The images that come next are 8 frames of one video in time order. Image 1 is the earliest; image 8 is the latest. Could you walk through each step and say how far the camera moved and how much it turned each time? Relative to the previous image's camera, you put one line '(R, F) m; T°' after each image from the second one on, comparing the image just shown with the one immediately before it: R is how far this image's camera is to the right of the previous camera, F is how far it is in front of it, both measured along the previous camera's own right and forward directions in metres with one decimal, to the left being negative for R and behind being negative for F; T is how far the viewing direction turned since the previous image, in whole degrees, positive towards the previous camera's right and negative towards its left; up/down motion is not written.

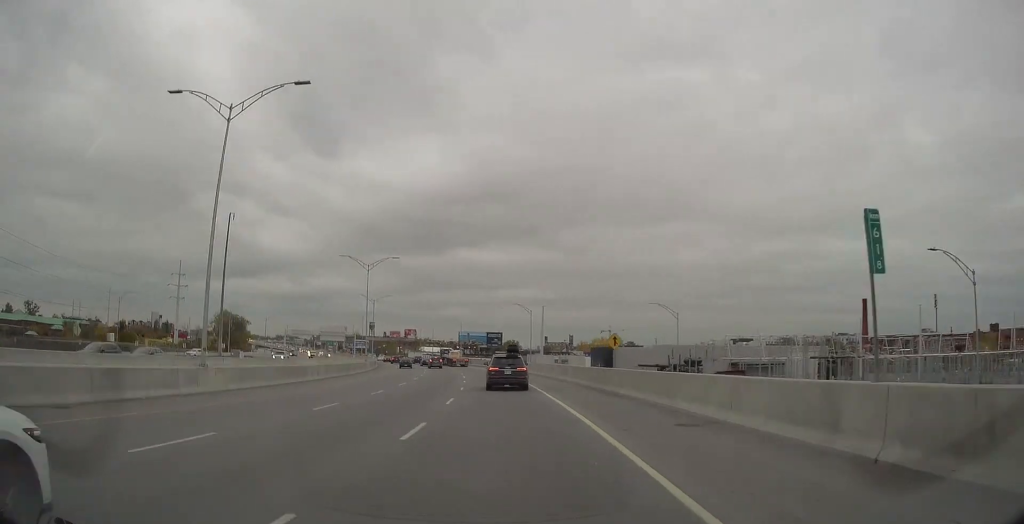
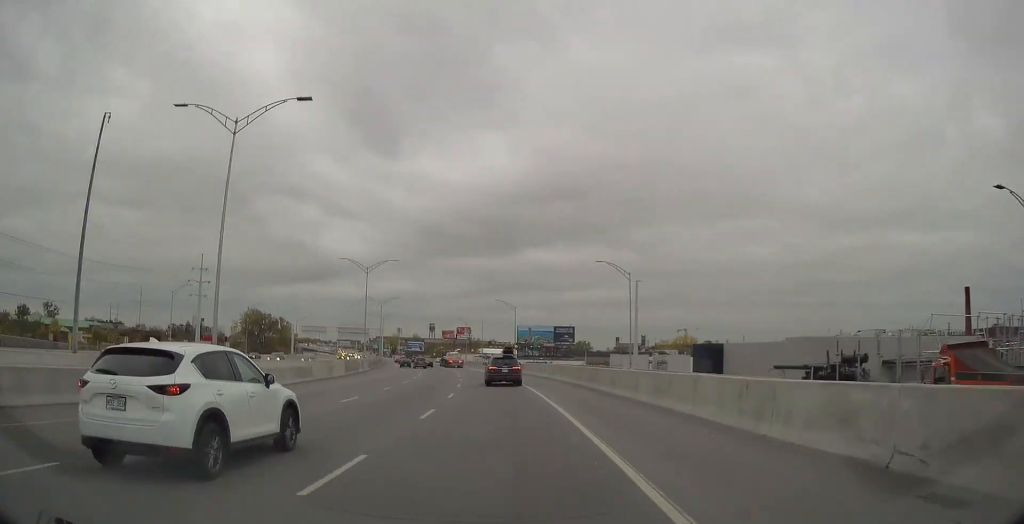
(-2.4, +49.9) m; -6°
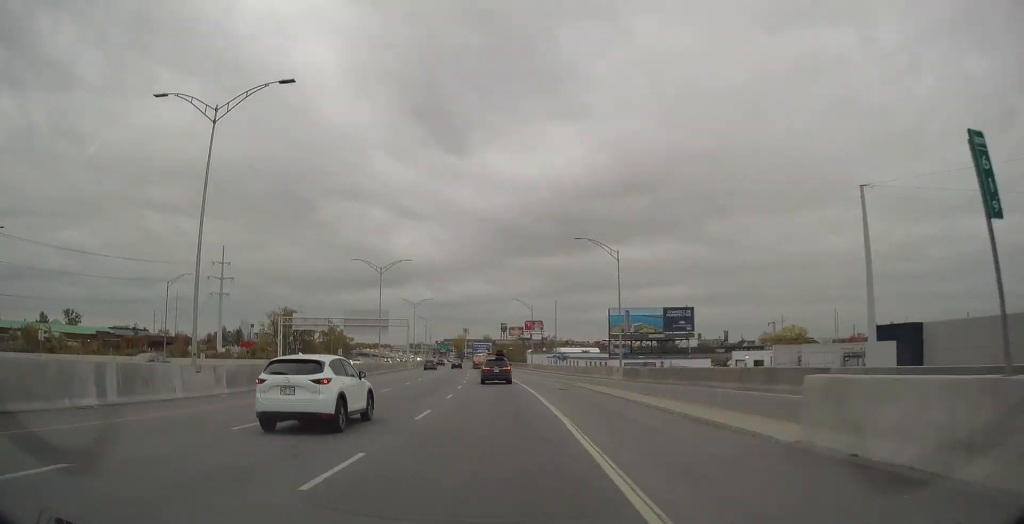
(-3.7, +53.9) m; -5°
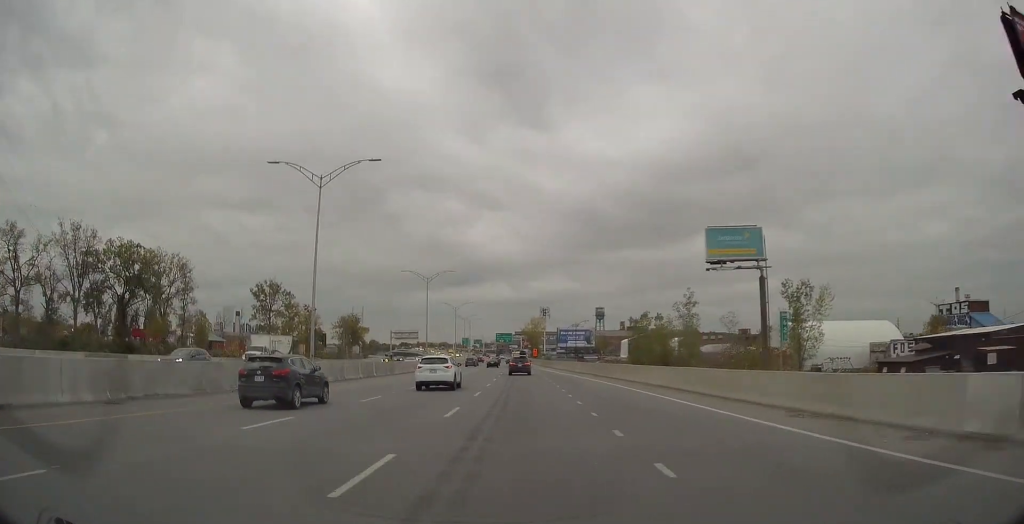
(-14.1, +180.6) m; -7°
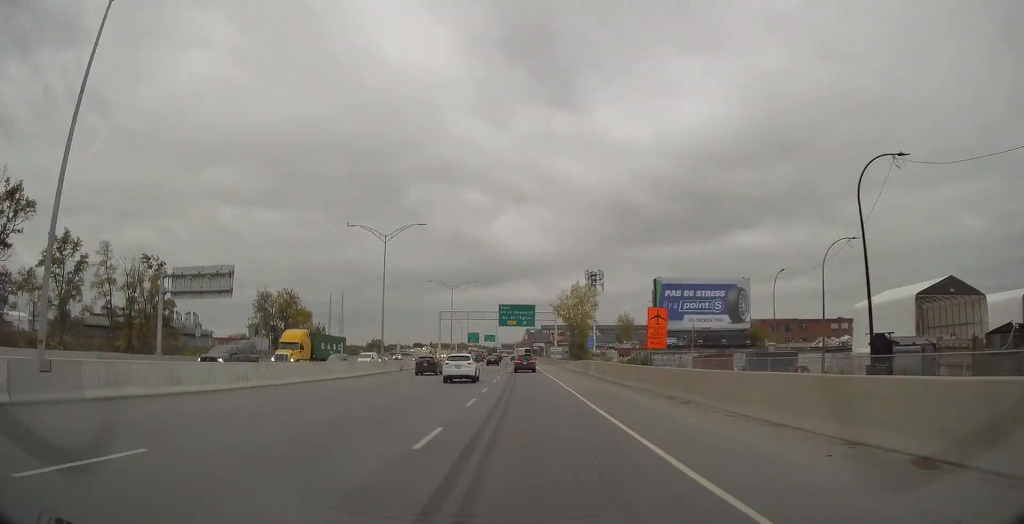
(-2.8, +136.8) m; -2°
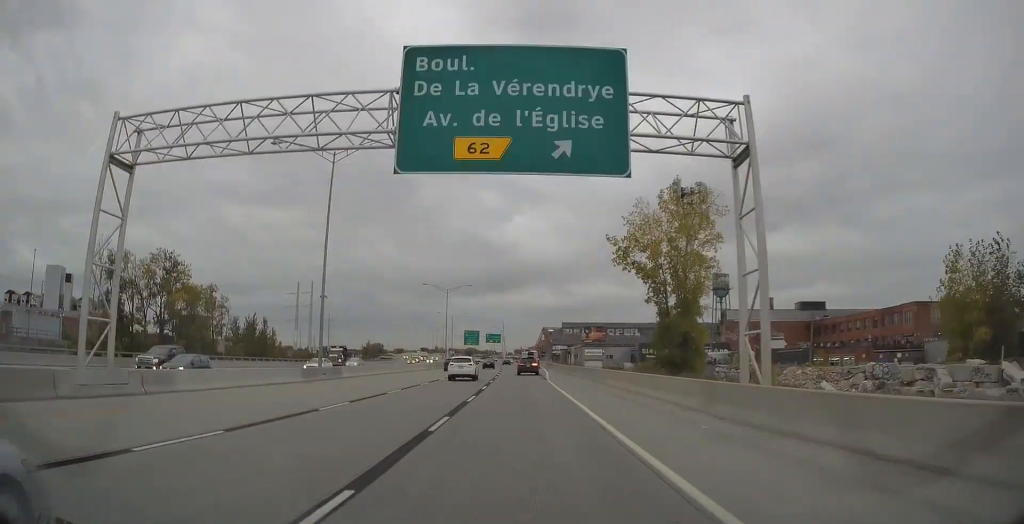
(-1.3, +84.5) m; -3°
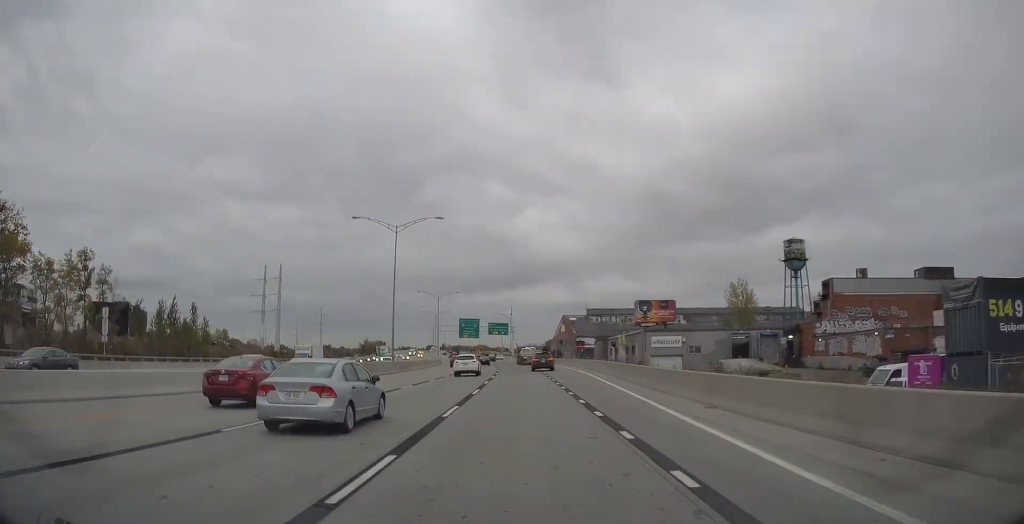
(0.0, +59.7) m; -3°
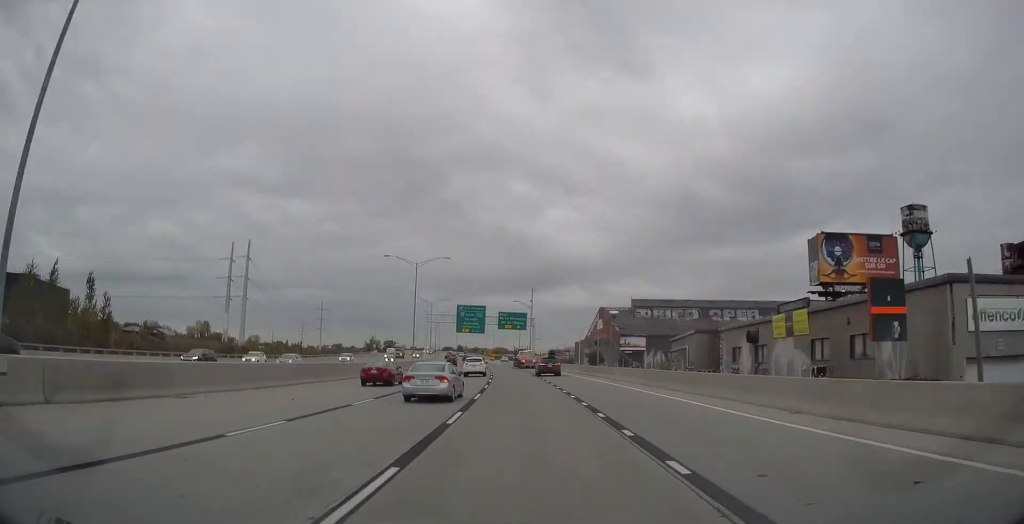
(-2.8, +55.0) m; -2°
